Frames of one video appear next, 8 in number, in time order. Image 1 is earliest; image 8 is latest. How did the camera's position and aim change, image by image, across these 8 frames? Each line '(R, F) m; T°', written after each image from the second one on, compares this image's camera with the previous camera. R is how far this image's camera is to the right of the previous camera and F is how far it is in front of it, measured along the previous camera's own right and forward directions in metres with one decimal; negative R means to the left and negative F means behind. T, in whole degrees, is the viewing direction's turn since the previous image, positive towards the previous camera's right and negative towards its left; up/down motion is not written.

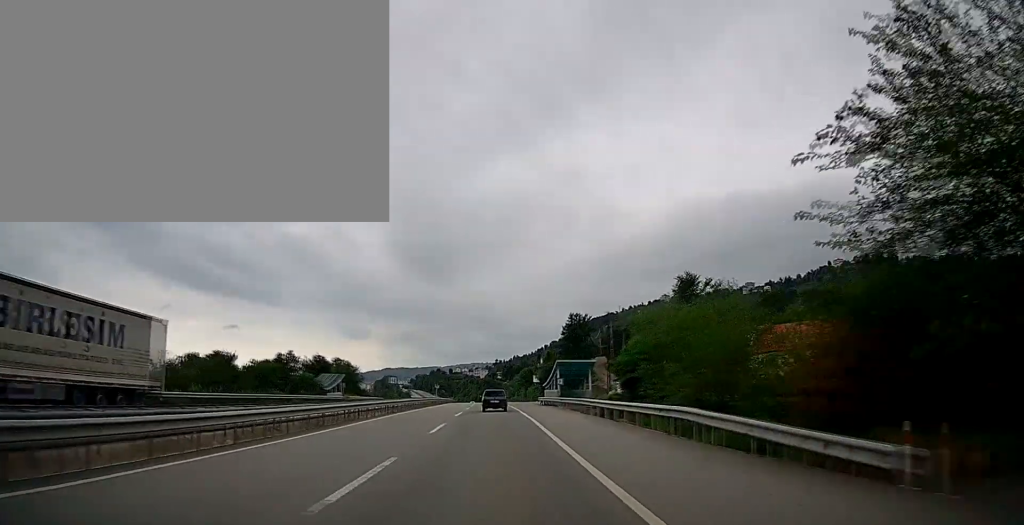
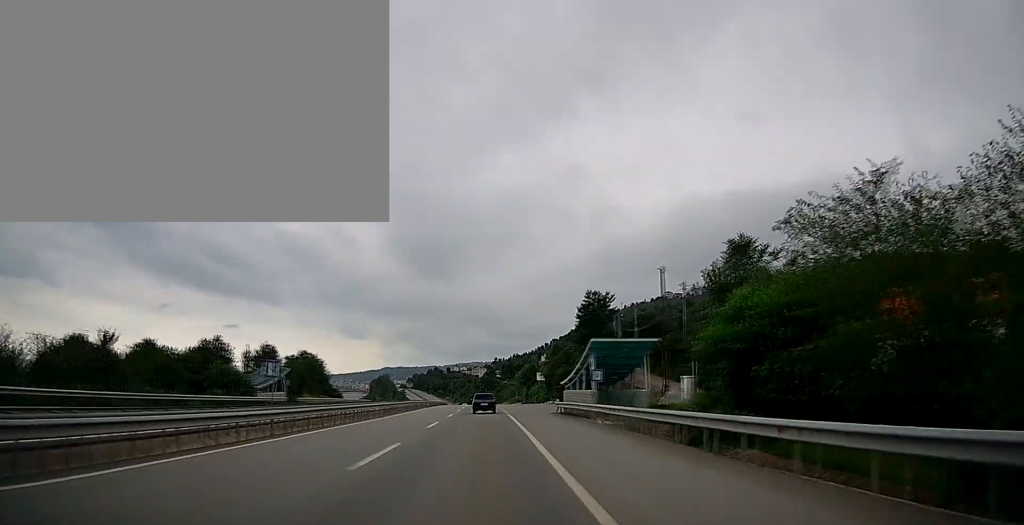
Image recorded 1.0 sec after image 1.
(0.0, +20.5) m; 0°
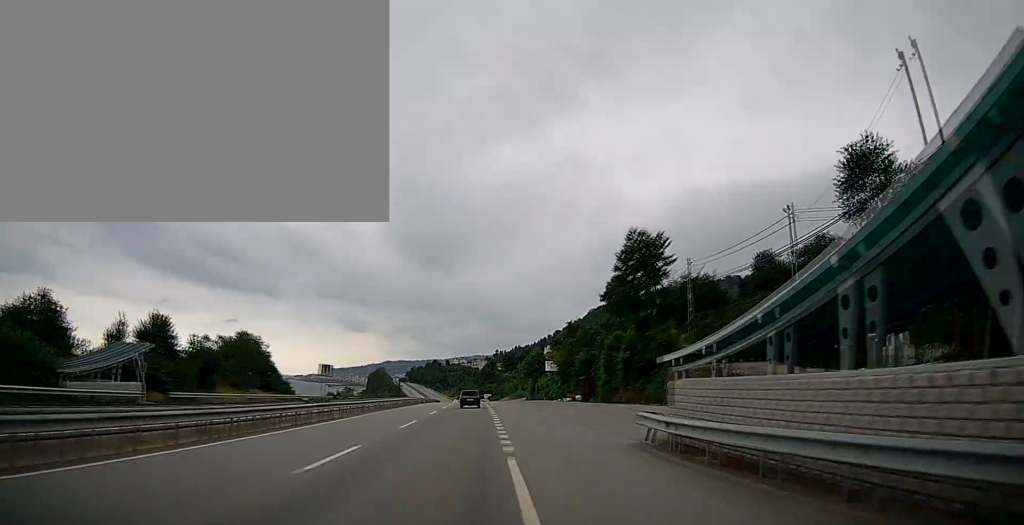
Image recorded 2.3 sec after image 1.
(-0.1, +25.5) m; -1°
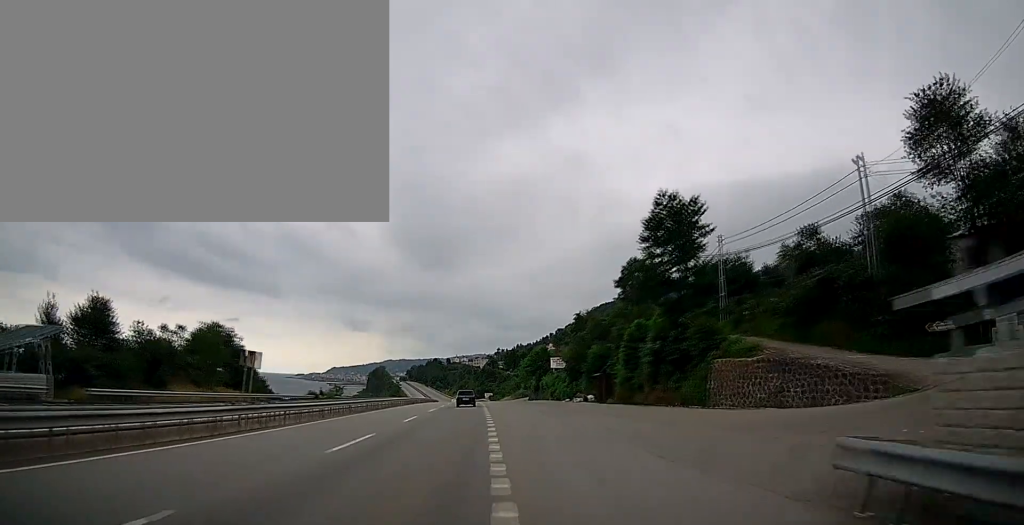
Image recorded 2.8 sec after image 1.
(-0.1, +8.8) m; 0°
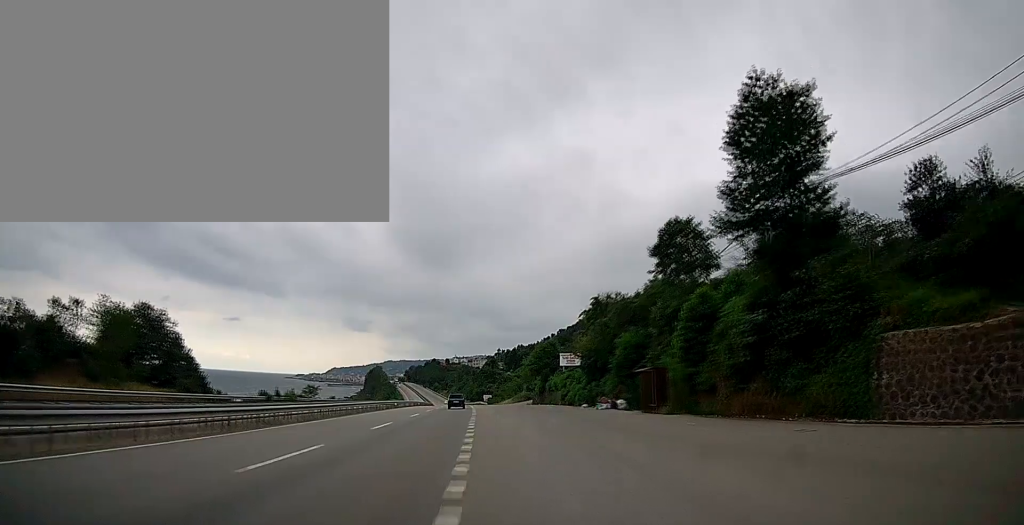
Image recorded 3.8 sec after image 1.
(0.0, +15.8) m; 0°
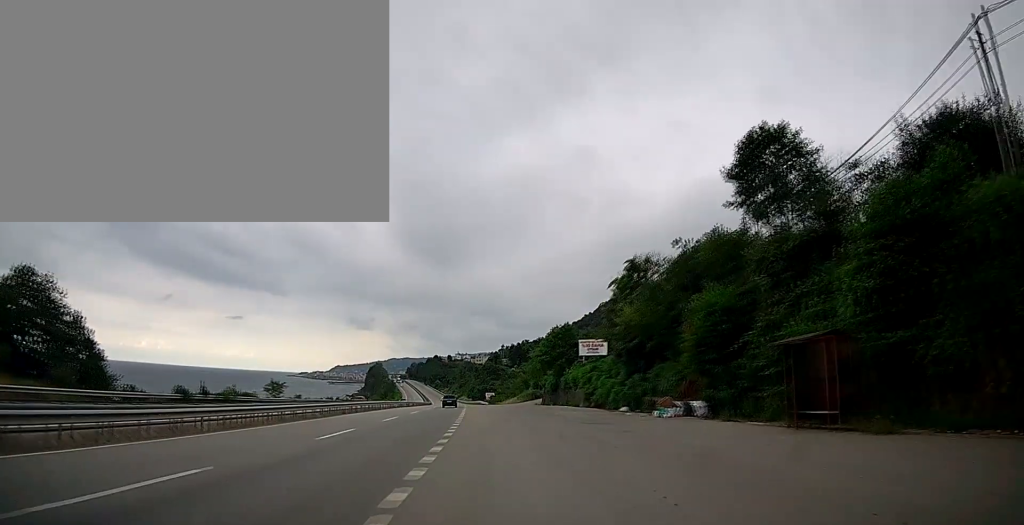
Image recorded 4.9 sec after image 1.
(+0.1, +17.3) m; 0°
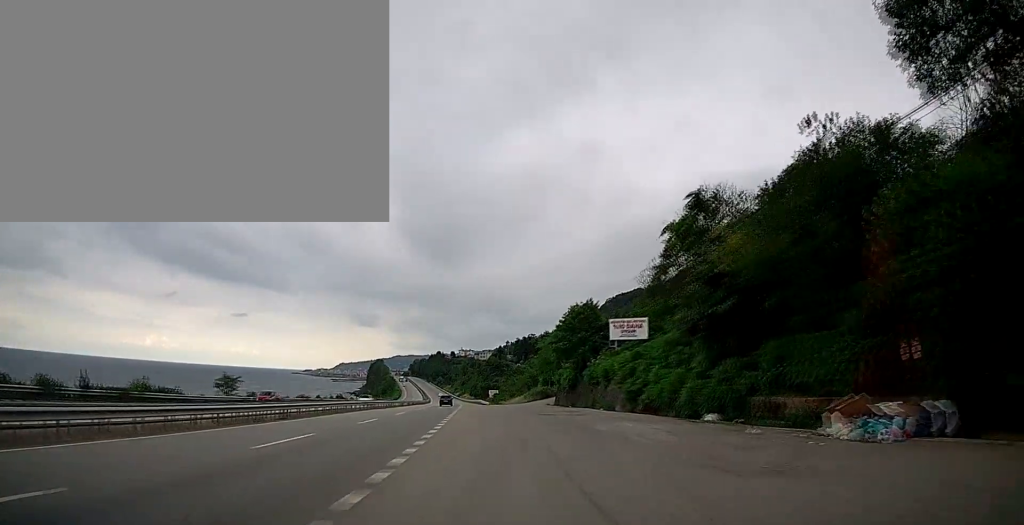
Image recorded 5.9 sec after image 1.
(-0.2, +15.6) m; -1°
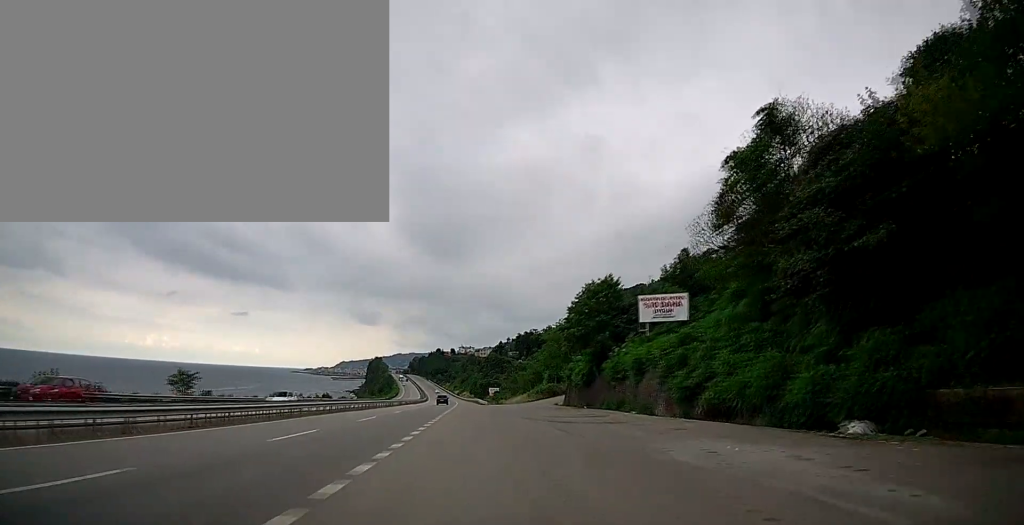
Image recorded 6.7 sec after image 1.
(-0.1, +10.1) m; -1°
